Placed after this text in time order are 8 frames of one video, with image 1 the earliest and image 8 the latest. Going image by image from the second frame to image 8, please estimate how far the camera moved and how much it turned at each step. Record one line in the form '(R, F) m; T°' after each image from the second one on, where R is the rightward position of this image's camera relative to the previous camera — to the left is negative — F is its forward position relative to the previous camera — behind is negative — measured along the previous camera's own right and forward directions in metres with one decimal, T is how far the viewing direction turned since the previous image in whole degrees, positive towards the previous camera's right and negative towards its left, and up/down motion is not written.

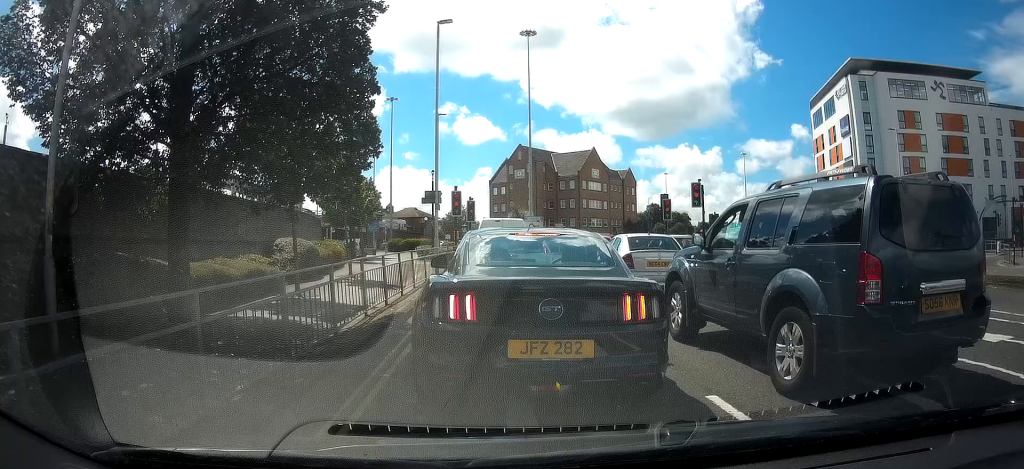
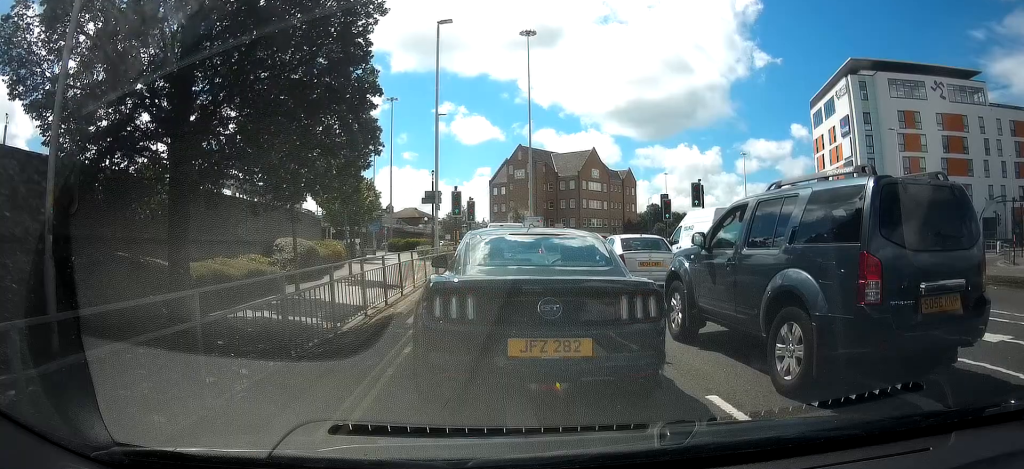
(-0.2, +0.3) m; 0°
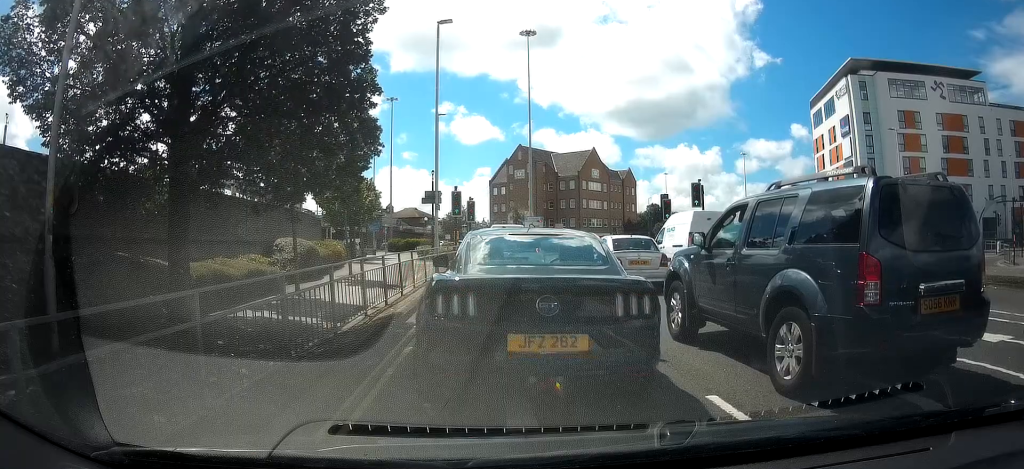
(0.0, 0.0) m; 0°
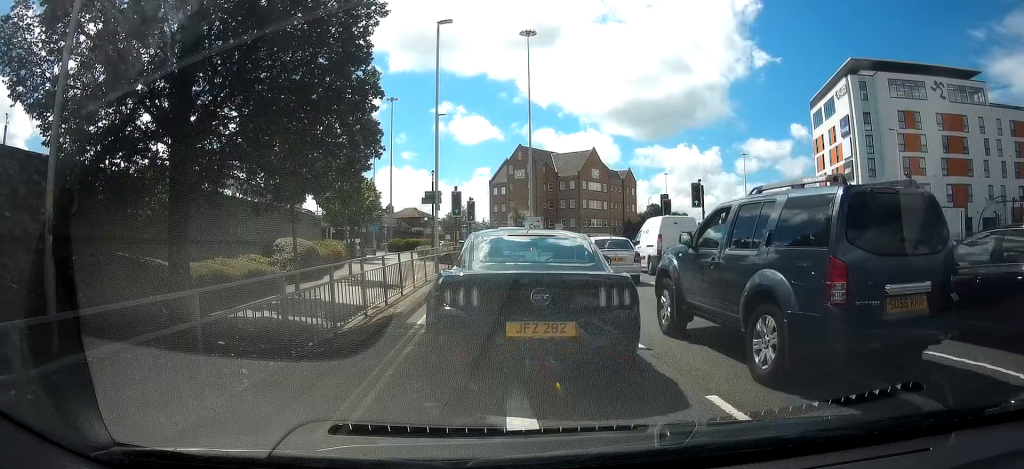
(0.0, 0.0) m; 0°
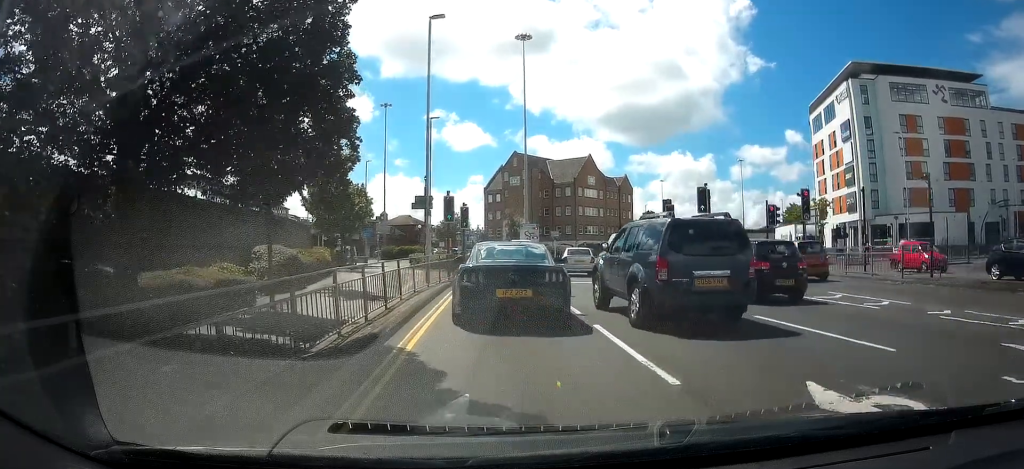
(+0.1, +0.4) m; 0°
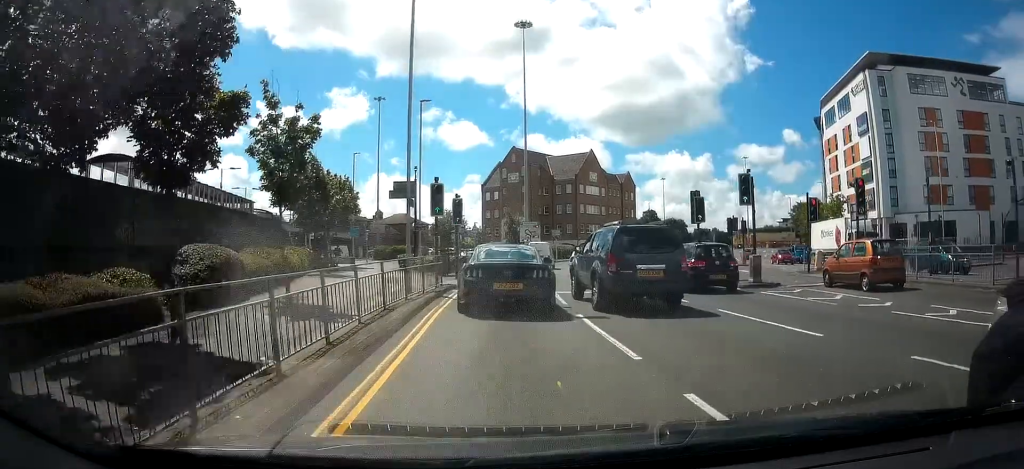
(0.0, +2.0) m; +1°
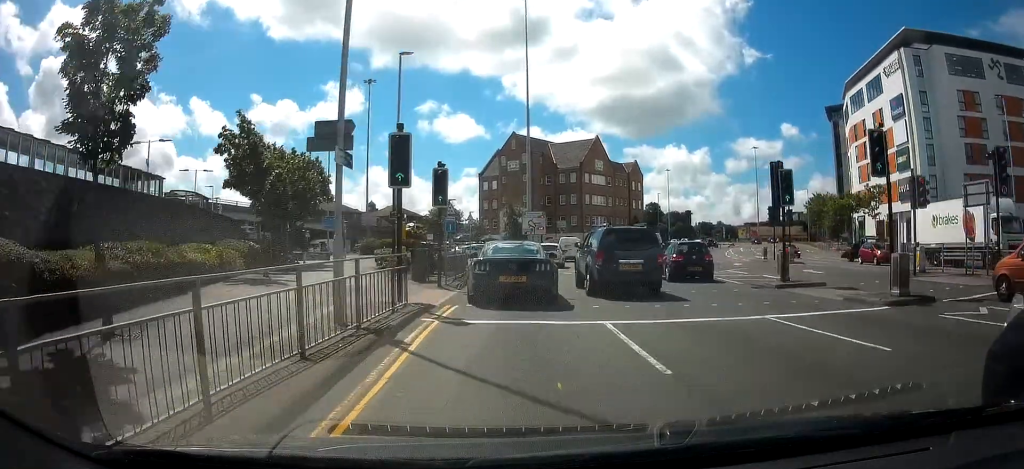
(+0.2, +6.0) m; +3°
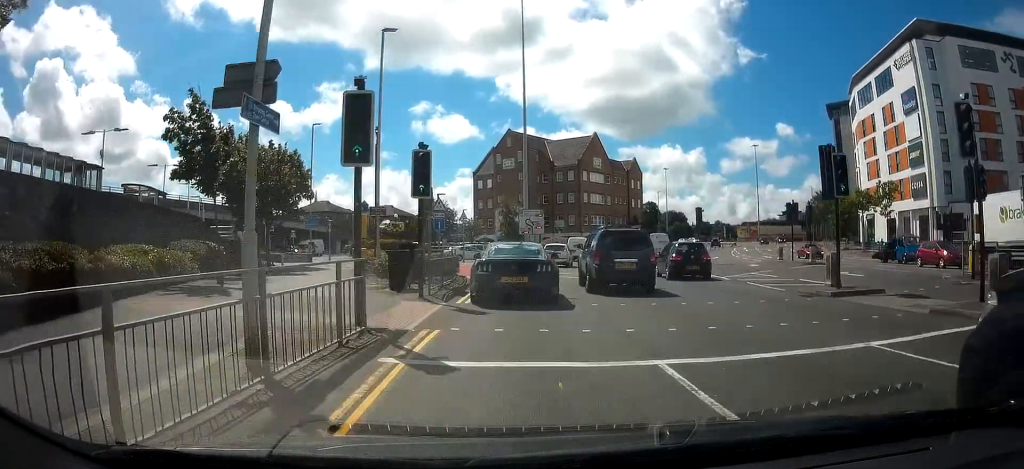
(0.0, +3.0) m; +1°
